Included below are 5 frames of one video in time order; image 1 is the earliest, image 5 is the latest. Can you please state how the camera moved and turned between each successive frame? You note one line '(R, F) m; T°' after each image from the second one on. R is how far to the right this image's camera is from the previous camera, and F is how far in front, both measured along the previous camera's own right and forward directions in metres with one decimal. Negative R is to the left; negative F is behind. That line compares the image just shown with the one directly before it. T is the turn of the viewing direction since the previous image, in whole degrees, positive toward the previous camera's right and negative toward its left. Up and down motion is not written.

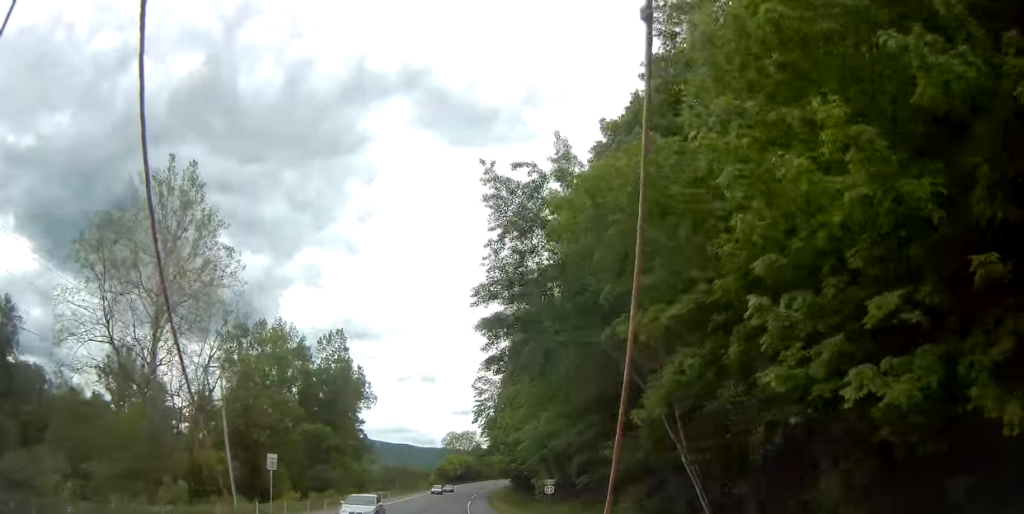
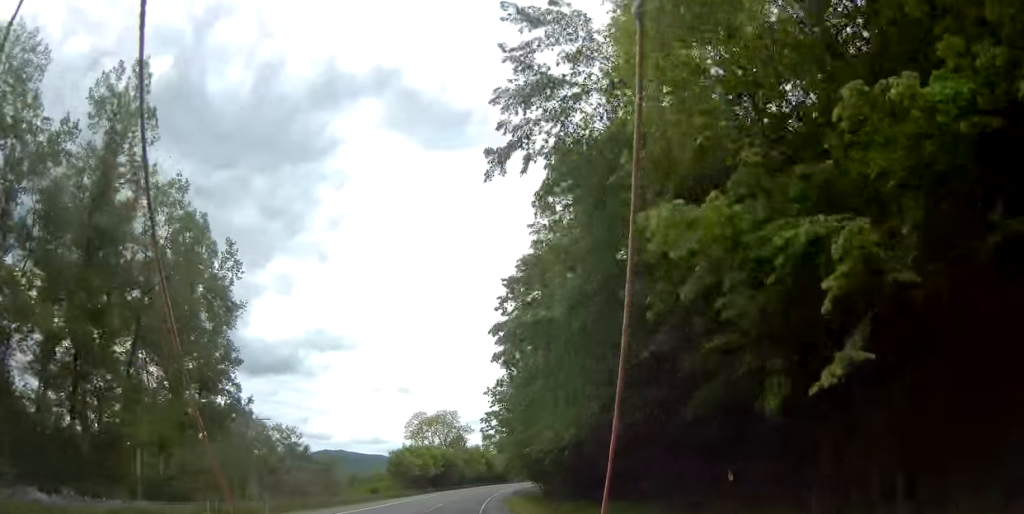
(+0.6, +74.7) m; +1°
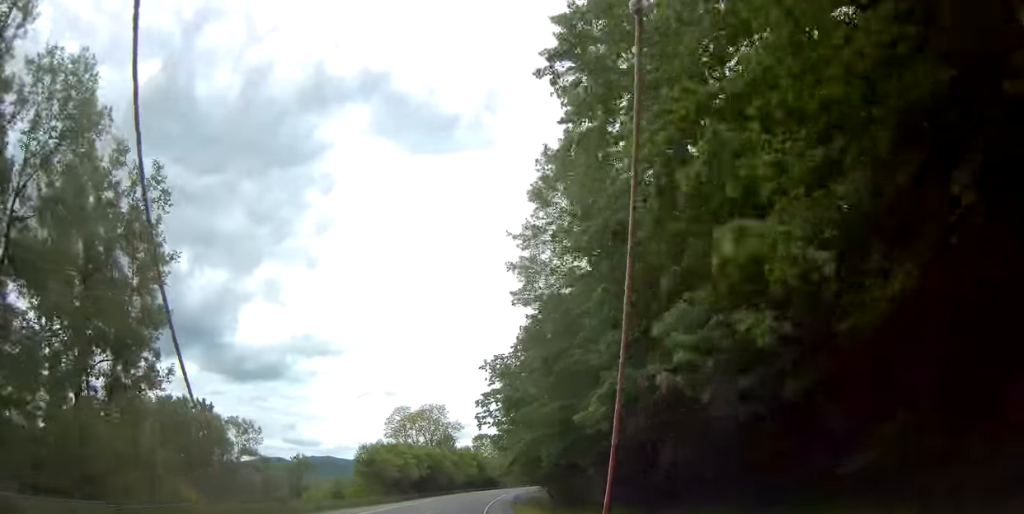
(+0.1, +18.5) m; +1°
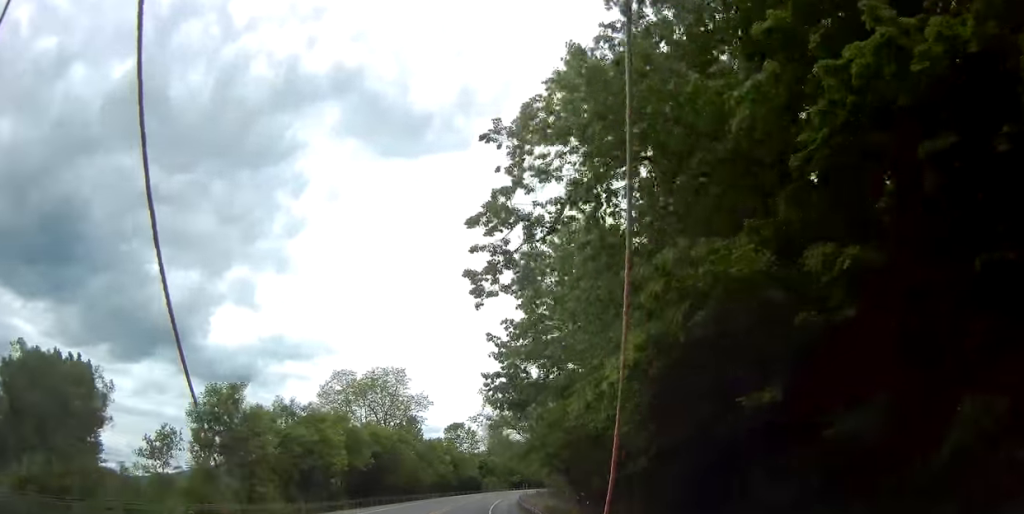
(+1.1, +39.3) m; +2°
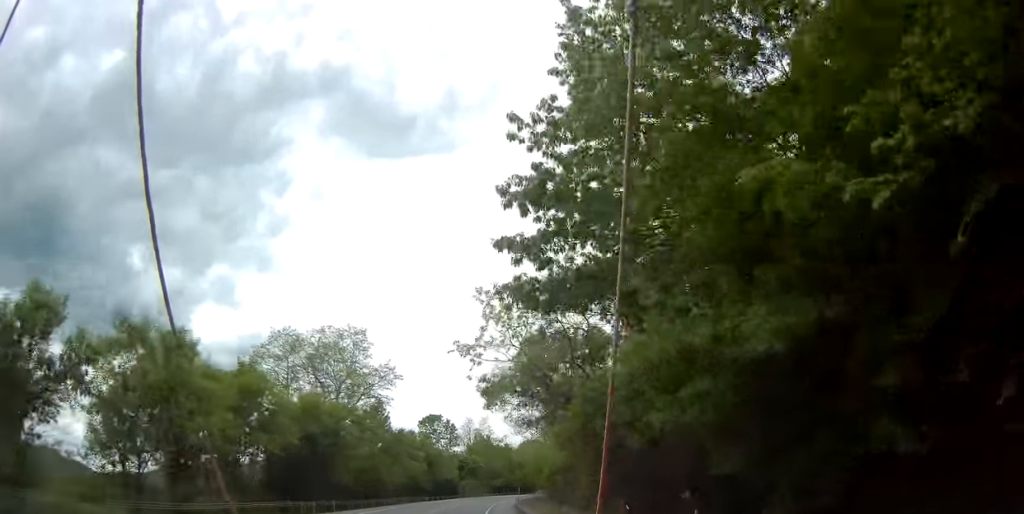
(0.0, +21.8) m; +2°
